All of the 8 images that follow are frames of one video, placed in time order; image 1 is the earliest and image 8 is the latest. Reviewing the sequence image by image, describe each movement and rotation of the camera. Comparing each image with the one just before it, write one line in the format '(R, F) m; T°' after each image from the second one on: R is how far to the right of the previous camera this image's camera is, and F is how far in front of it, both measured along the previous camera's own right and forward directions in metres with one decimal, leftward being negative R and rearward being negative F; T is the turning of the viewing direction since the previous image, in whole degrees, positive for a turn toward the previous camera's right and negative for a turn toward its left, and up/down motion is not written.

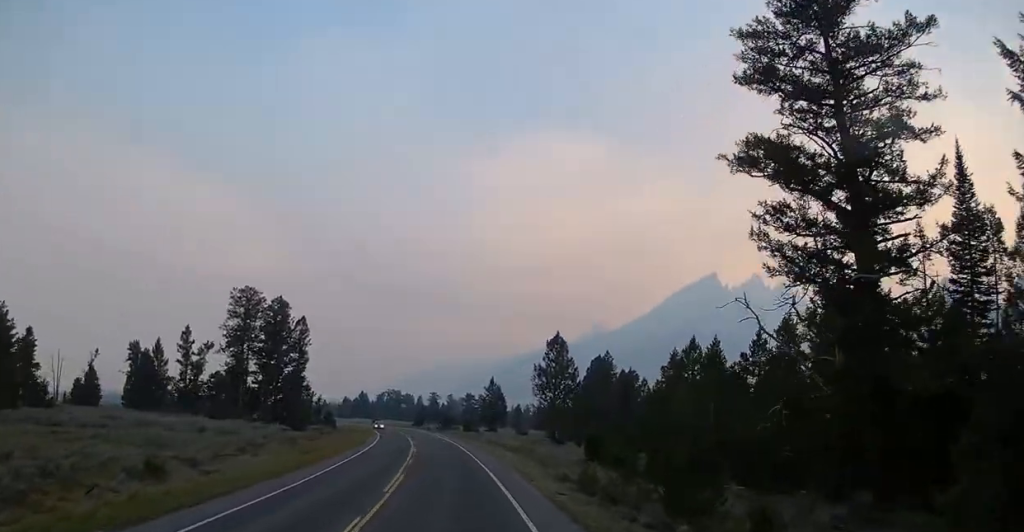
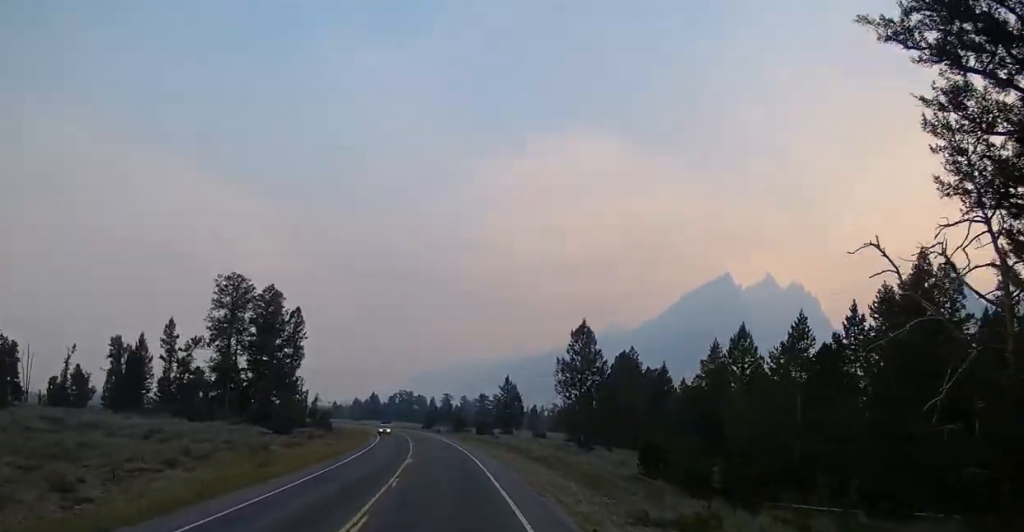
(-0.2, +11.8) m; -1°
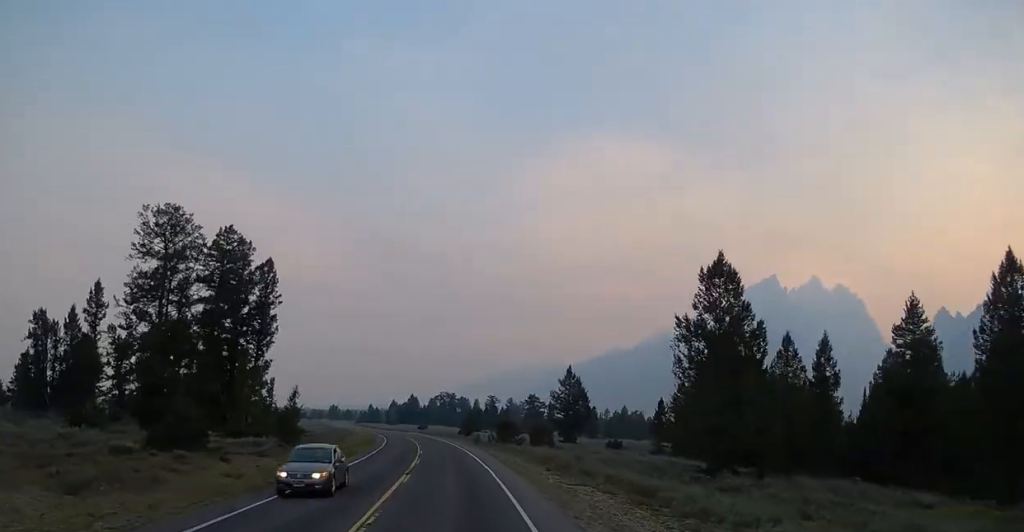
(-1.1, +33.9) m; -3°
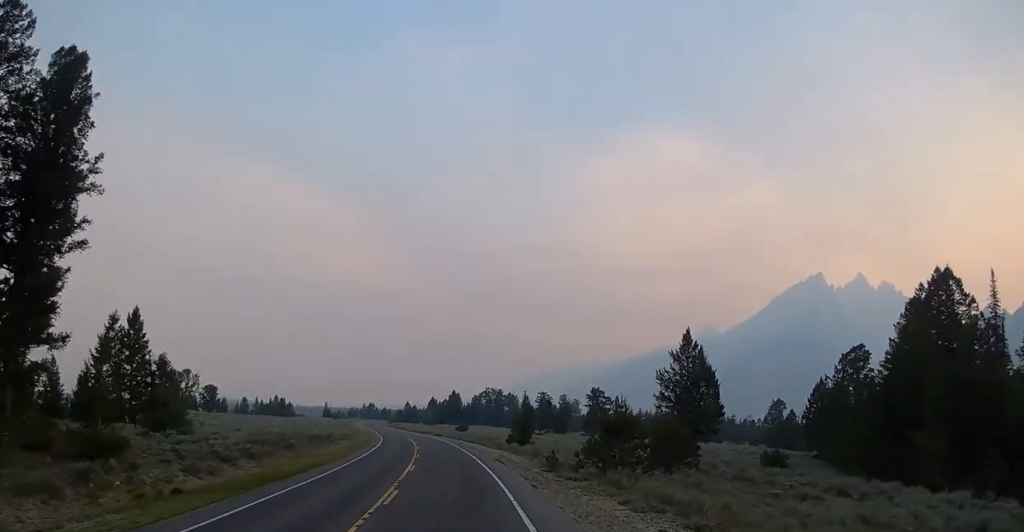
(-1.4, +42.0) m; -4°
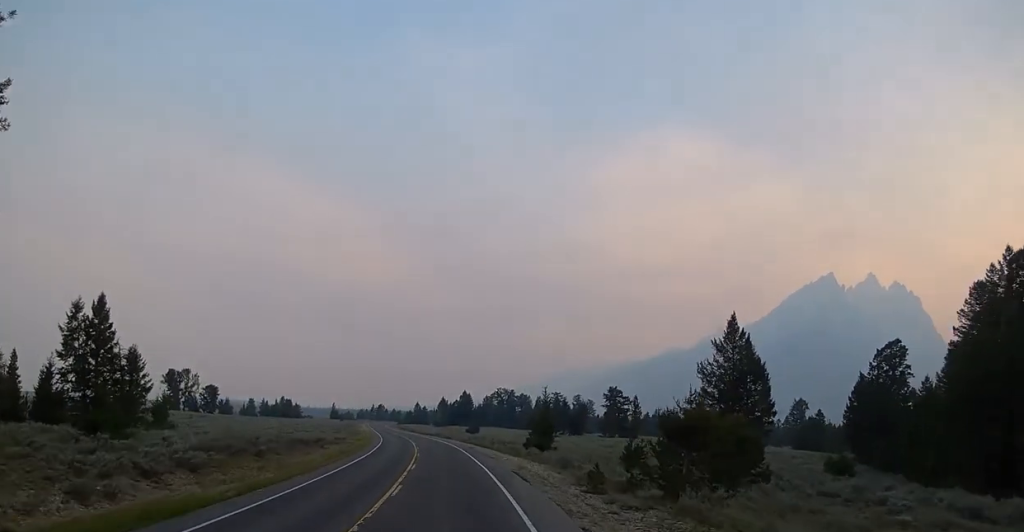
(0.0, +9.7) m; -1°
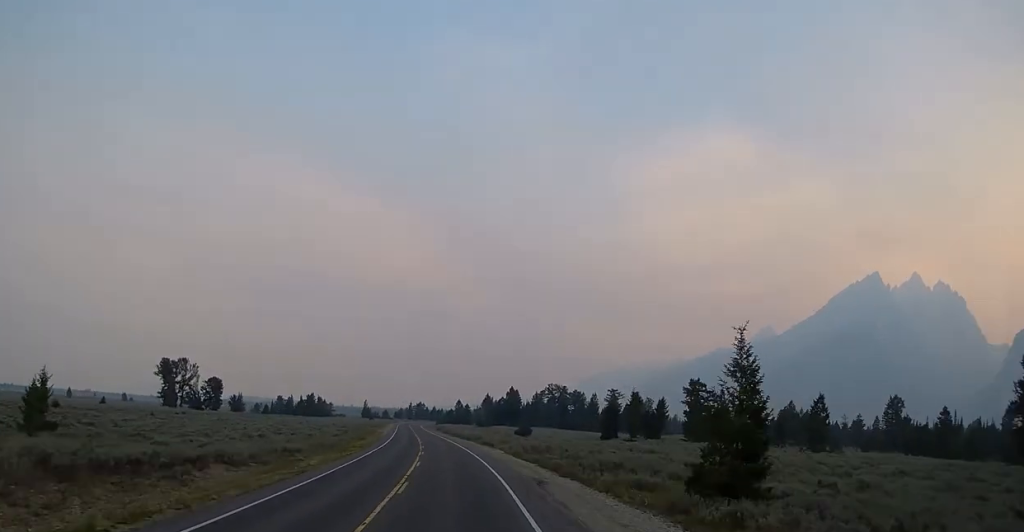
(-1.2, +37.5) m; -3°
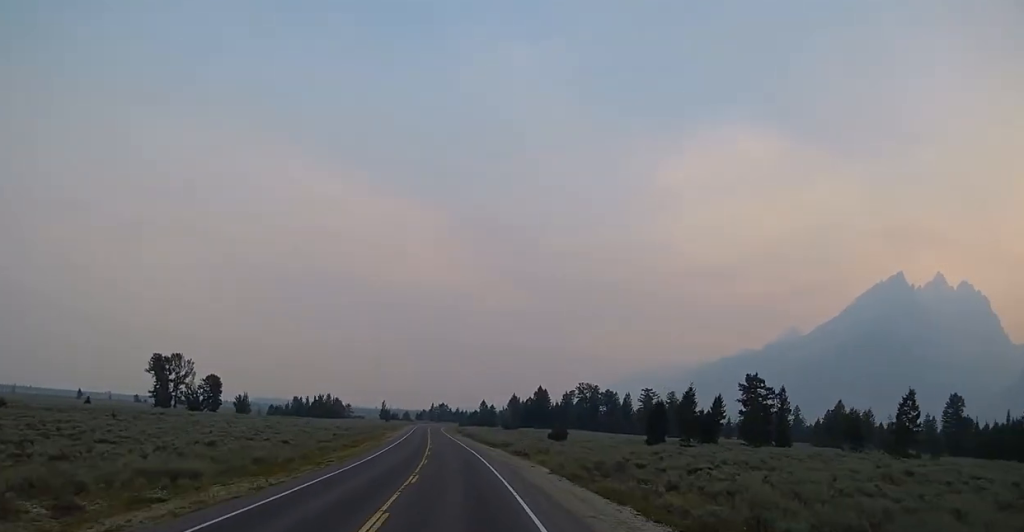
(+0.1, +19.8) m; -2°
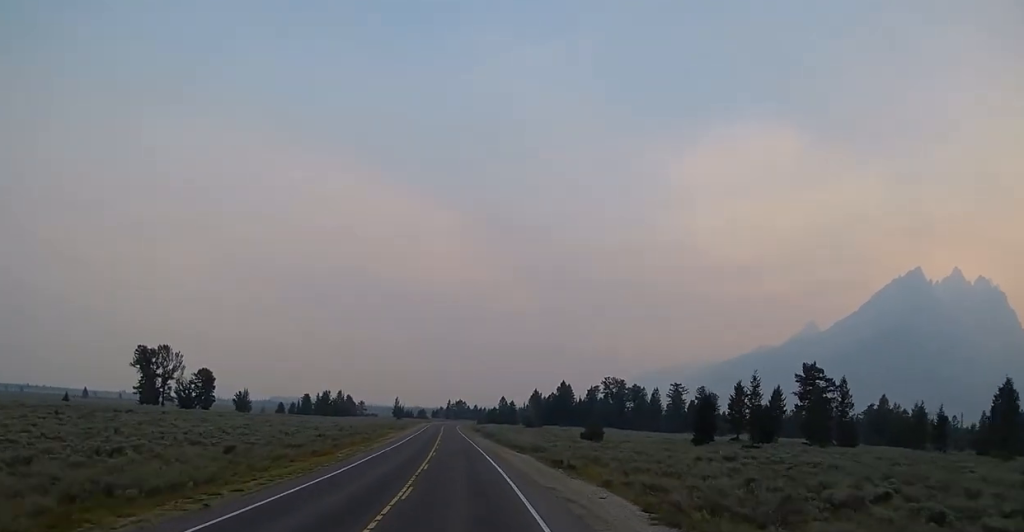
(-0.8, +17.1) m; -2°
